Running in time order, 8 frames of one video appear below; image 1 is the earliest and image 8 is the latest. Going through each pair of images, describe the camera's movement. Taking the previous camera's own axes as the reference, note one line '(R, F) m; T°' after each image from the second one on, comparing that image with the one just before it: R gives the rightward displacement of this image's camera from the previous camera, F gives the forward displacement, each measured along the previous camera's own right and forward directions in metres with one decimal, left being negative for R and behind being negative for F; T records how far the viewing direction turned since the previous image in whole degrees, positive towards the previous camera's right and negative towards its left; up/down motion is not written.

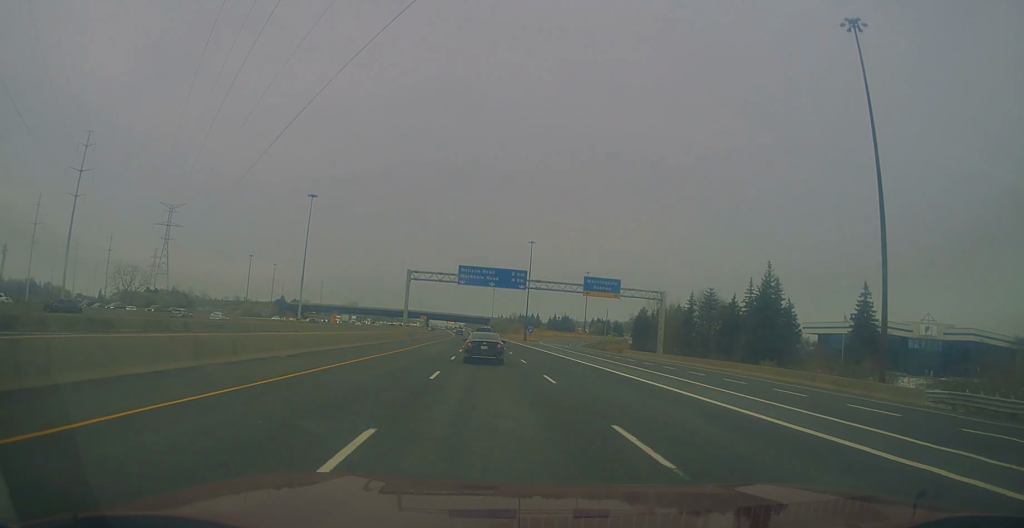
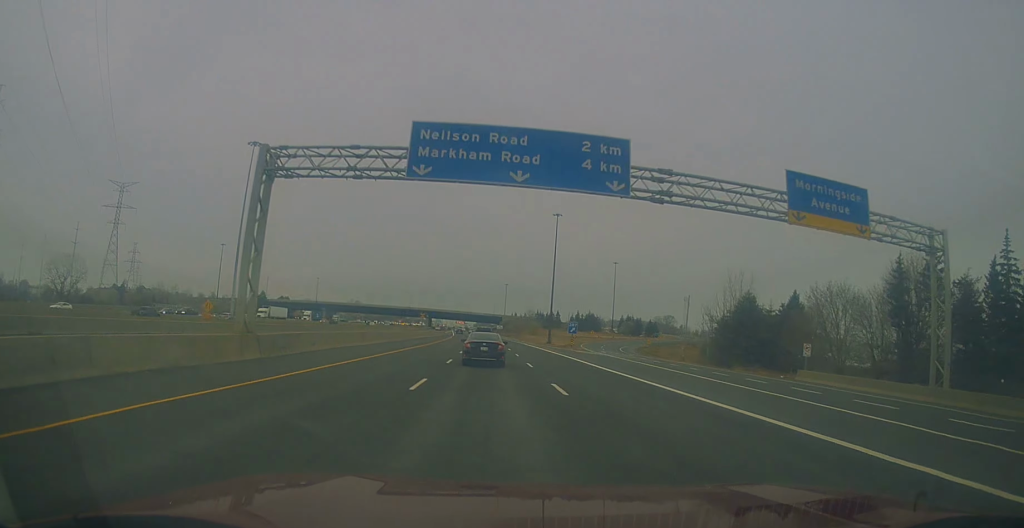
(-0.2, +52.0) m; -1°
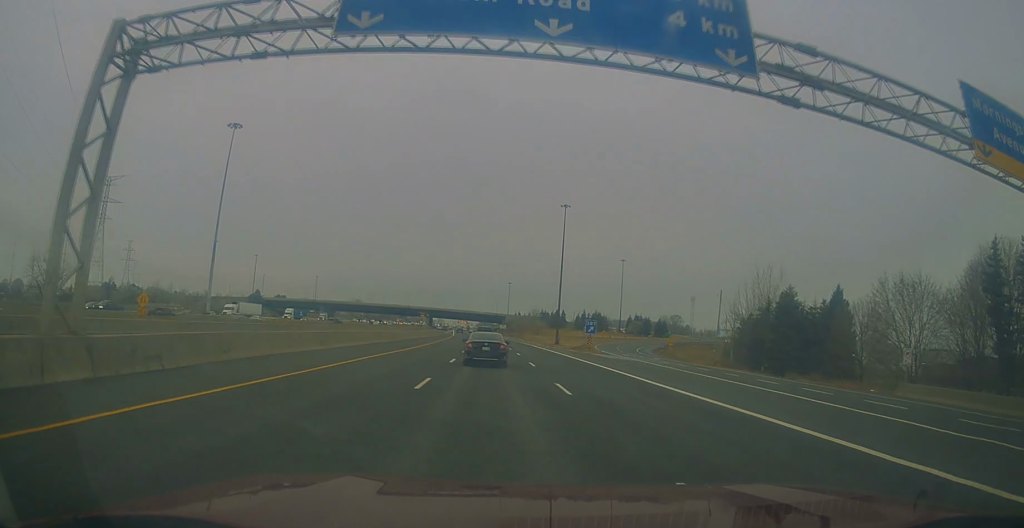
(0.0, +11.9) m; 0°
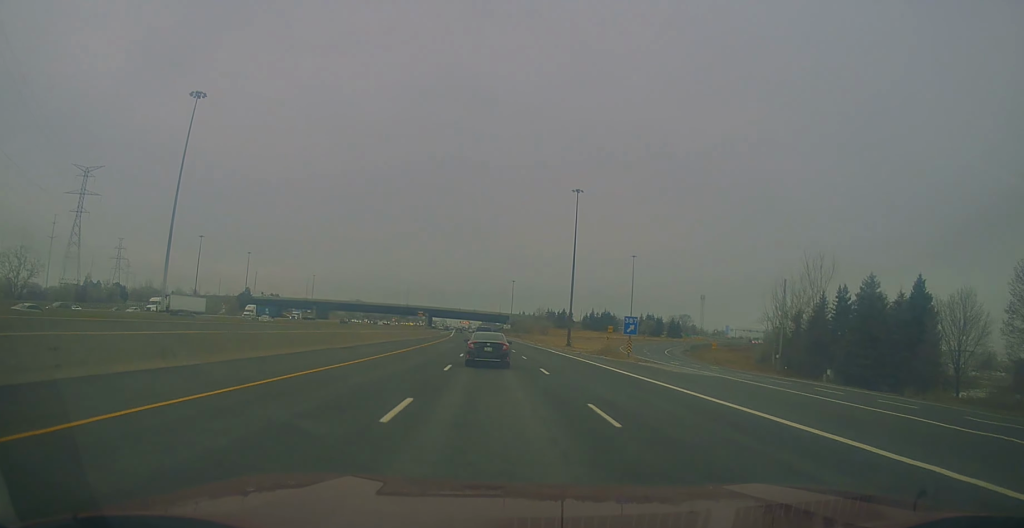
(0.0, +17.5) m; 0°
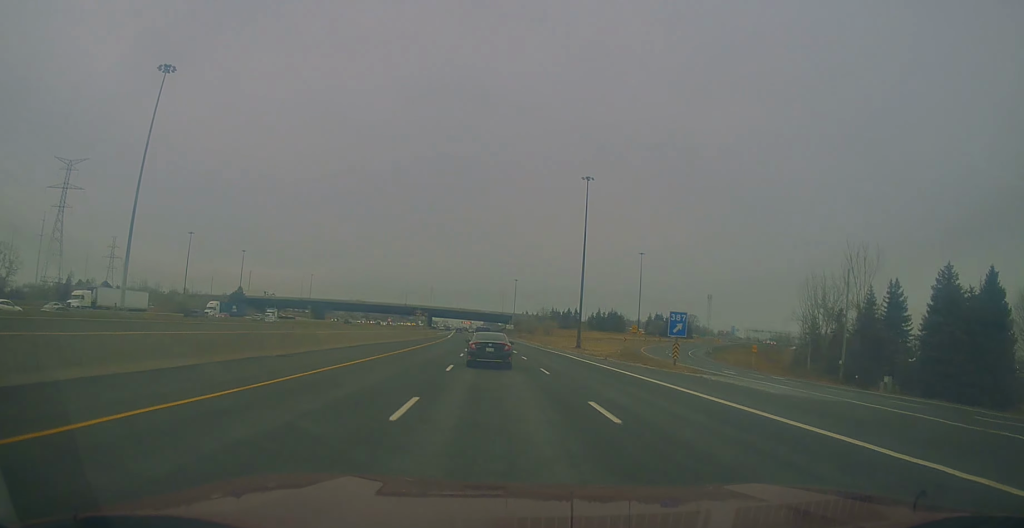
(+0.1, +12.0) m; -1°
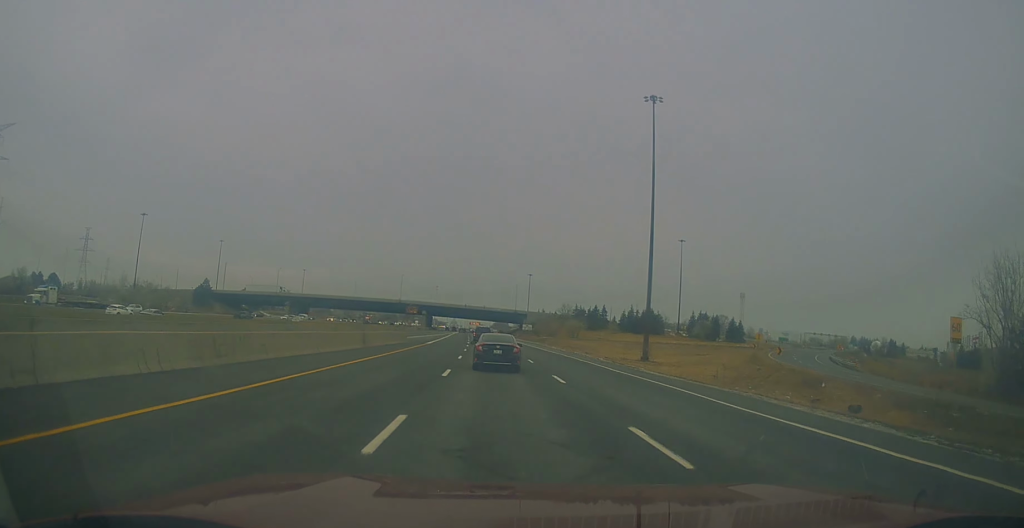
(-0.8, +48.3) m; -1°
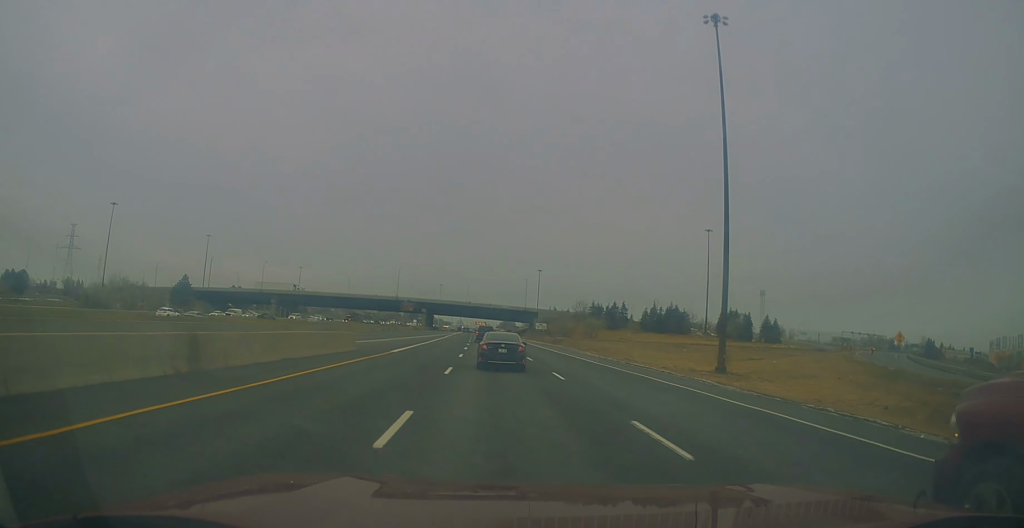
(0.0, +25.6) m; 0°
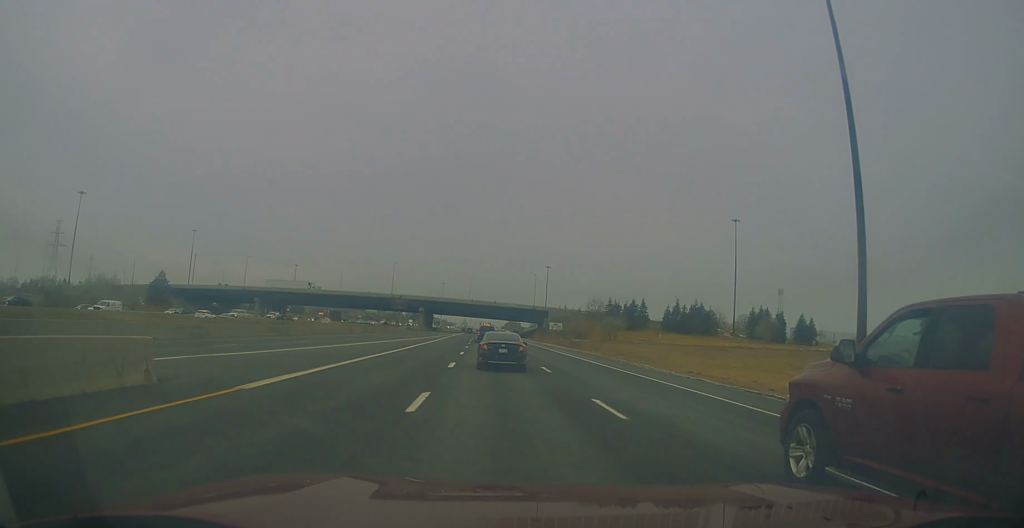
(0.0, +22.8) m; 0°
